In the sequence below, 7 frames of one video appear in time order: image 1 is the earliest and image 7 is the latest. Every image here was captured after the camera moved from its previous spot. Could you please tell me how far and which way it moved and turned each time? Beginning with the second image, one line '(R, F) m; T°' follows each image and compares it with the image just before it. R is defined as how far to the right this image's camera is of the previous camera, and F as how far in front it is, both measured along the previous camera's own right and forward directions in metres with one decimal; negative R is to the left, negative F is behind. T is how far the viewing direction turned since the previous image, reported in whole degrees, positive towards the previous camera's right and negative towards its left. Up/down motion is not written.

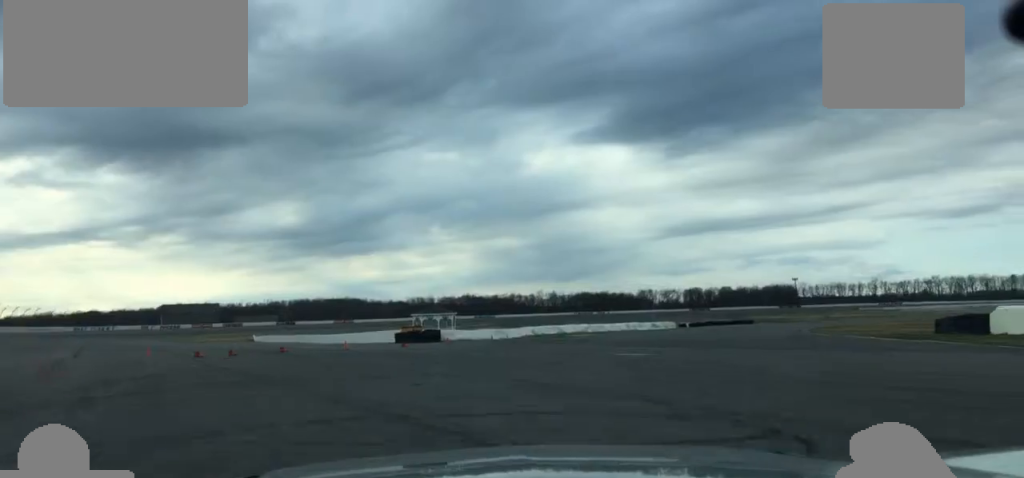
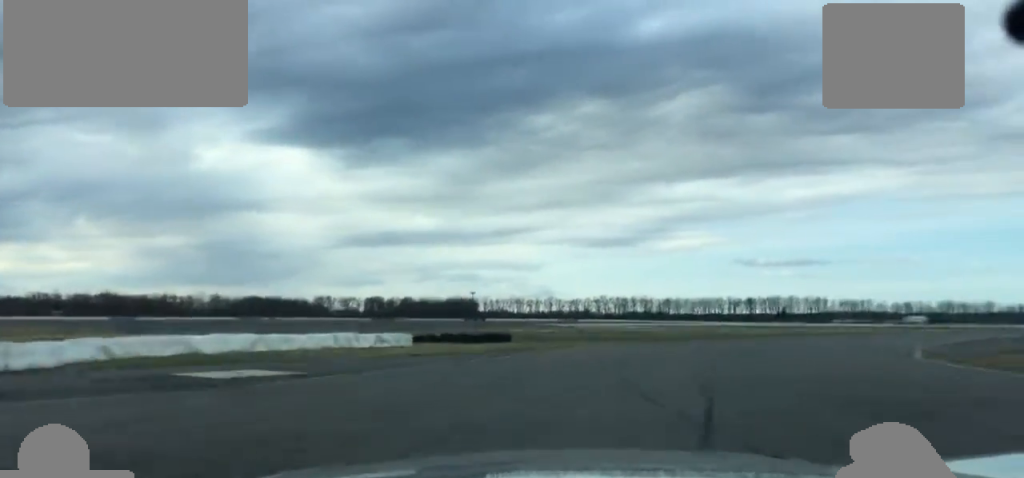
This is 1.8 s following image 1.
(+6.2, +44.8) m; +24°
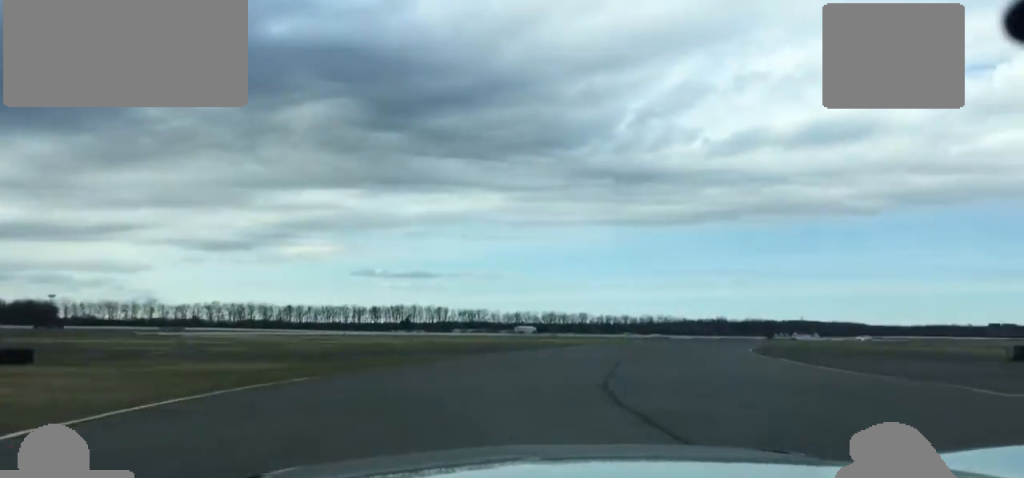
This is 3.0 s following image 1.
(+6.8, +28.3) m; +18°
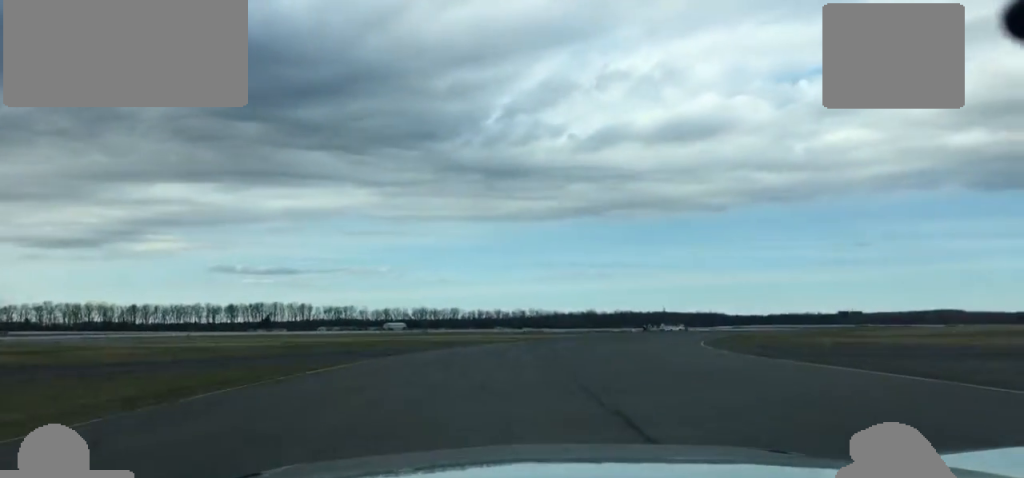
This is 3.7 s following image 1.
(+0.9, +17.7) m; +7°
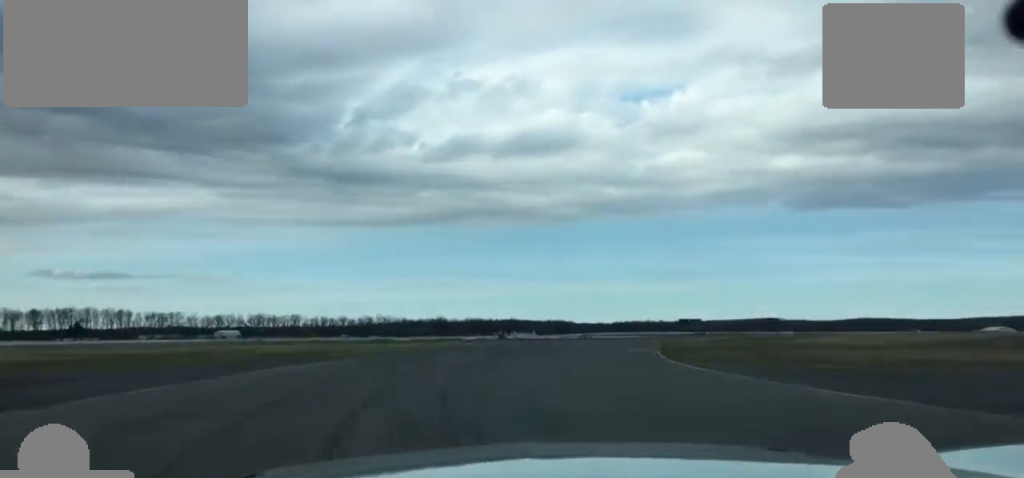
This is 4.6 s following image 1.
(+1.0, +21.8) m; +11°
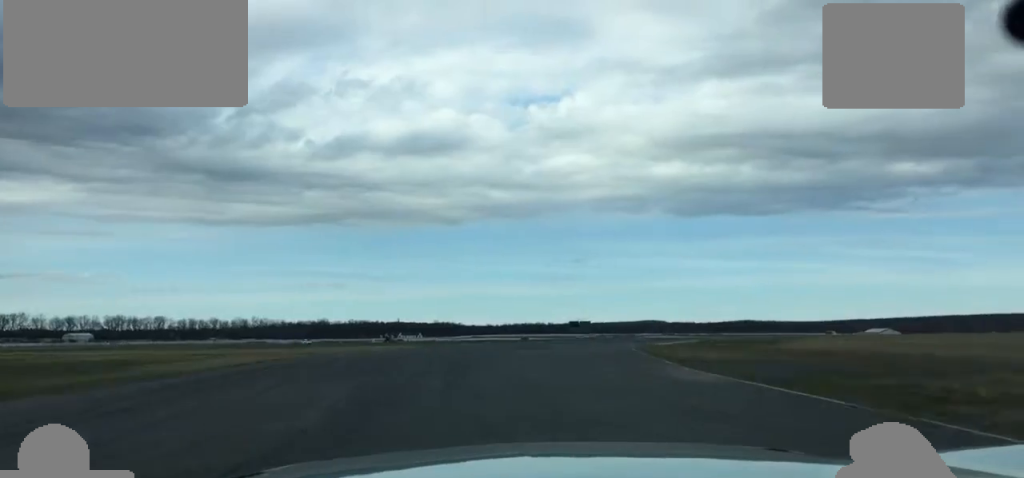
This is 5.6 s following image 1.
(+3.3, +23.2) m; +11°
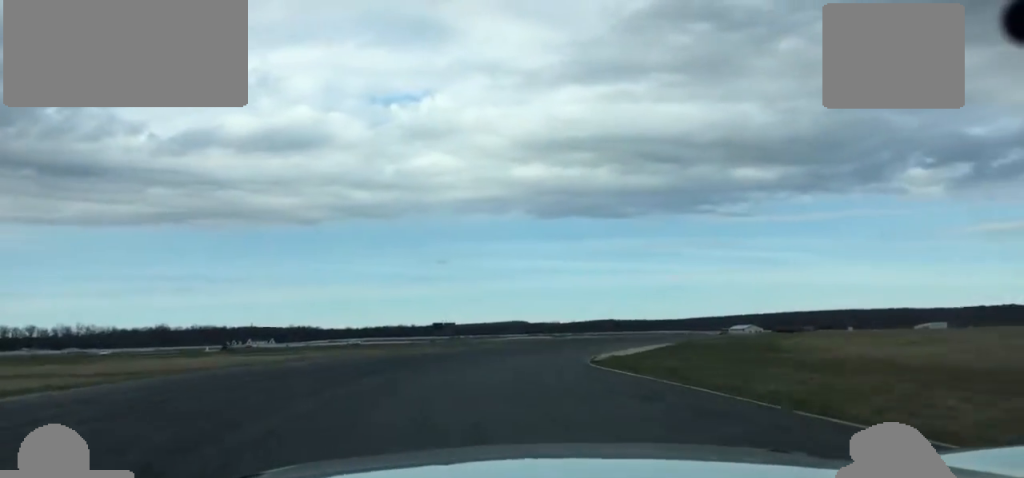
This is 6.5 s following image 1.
(+1.2, +24.7) m; +7°
